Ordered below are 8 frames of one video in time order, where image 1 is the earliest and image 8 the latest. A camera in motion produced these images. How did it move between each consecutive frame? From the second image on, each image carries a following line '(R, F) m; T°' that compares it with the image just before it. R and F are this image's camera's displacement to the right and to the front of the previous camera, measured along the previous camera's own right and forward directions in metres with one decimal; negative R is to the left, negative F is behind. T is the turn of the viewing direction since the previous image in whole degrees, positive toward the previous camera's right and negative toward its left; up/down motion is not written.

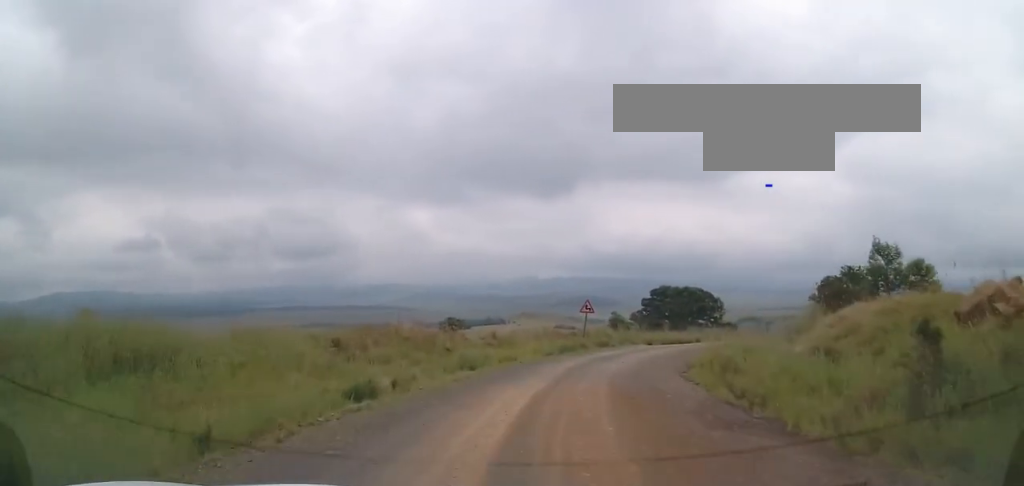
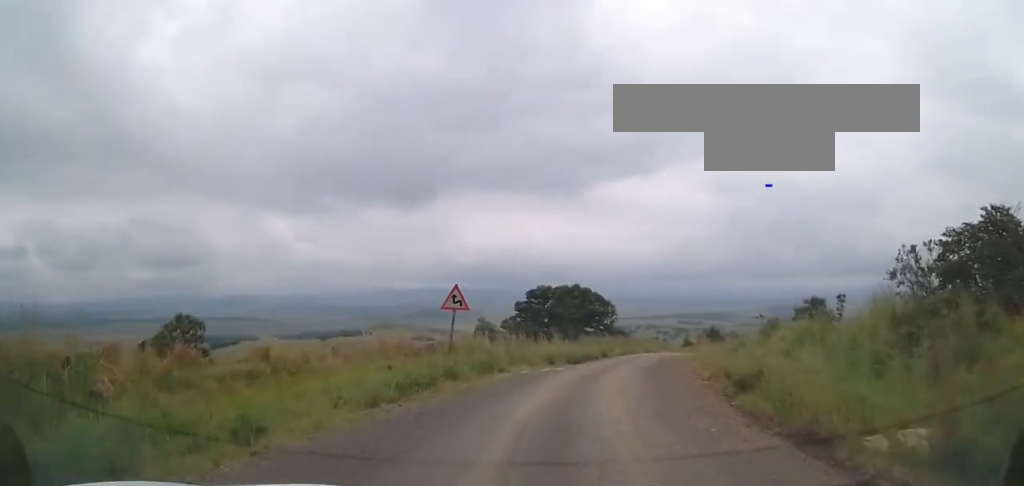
(+2.3, +19.0) m; +14°
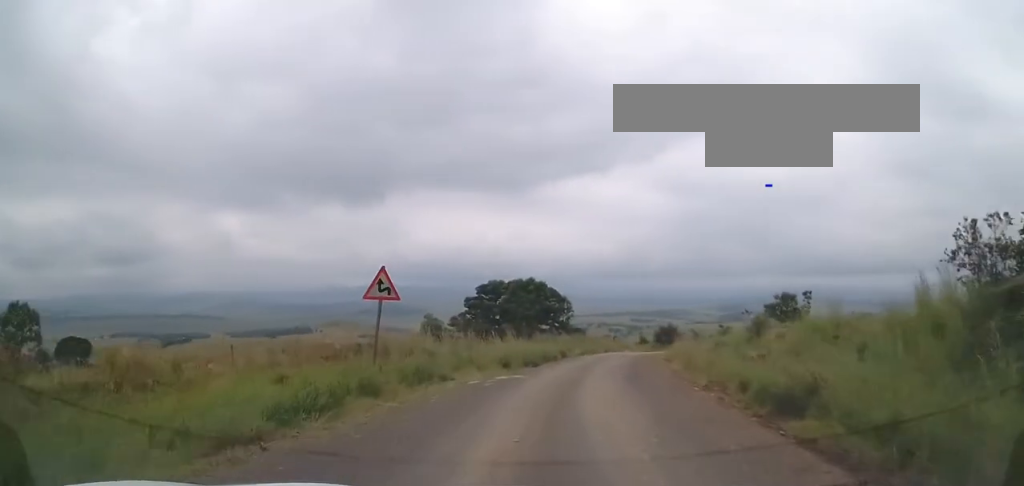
(+0.1, +5.4) m; +4°
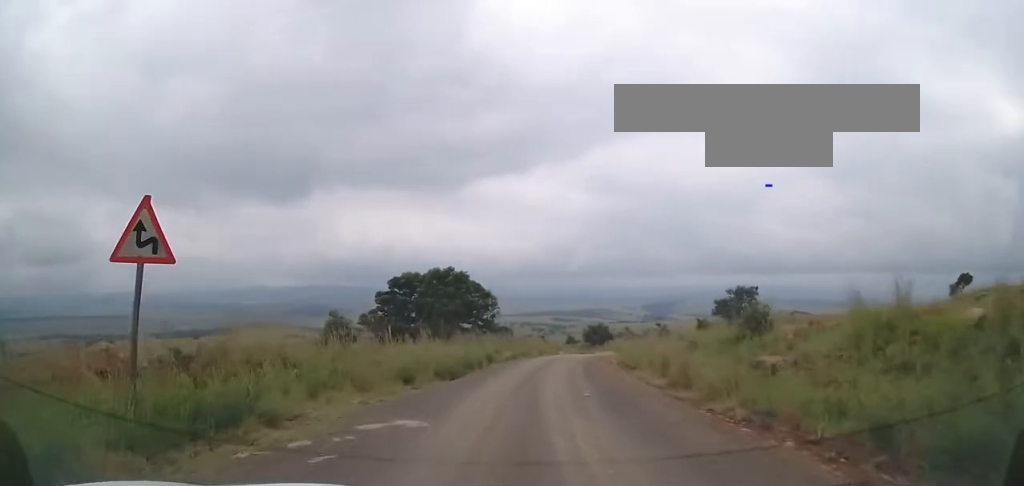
(+0.6, +9.1) m; +6°
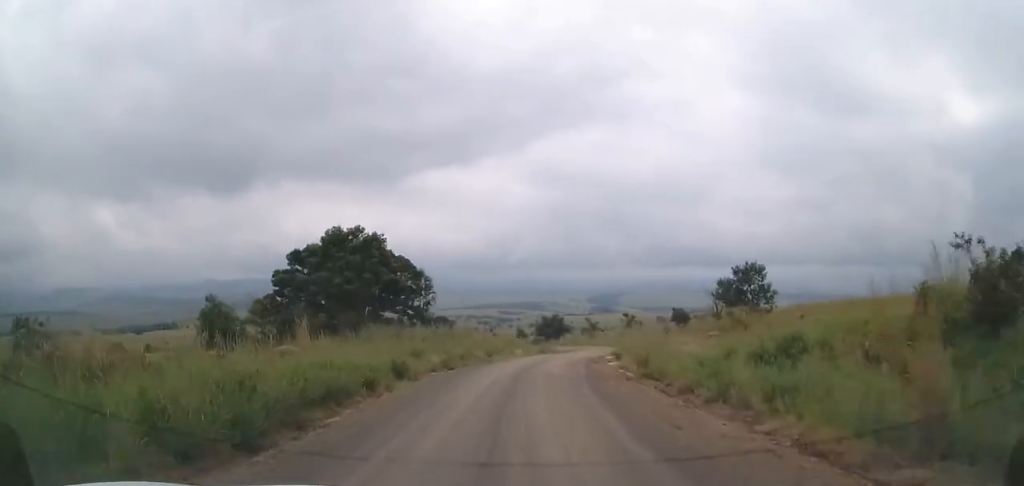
(+1.4, +16.5) m; +6°
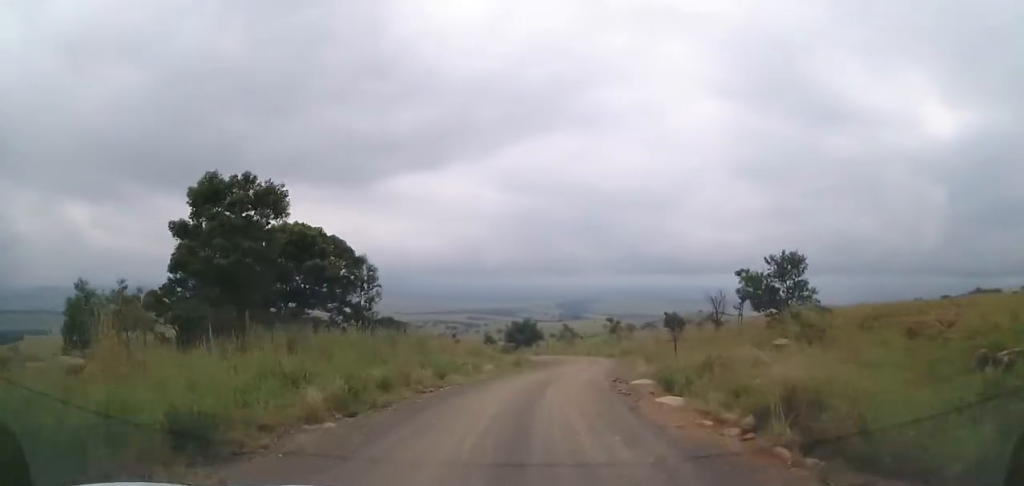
(-0.1, +12.7) m; +1°
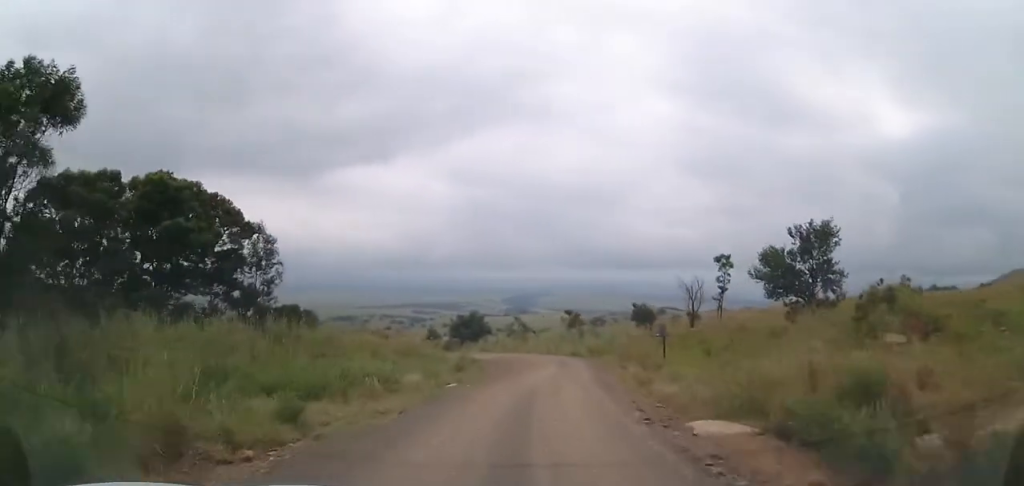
(+0.3, +11.0) m; +6°
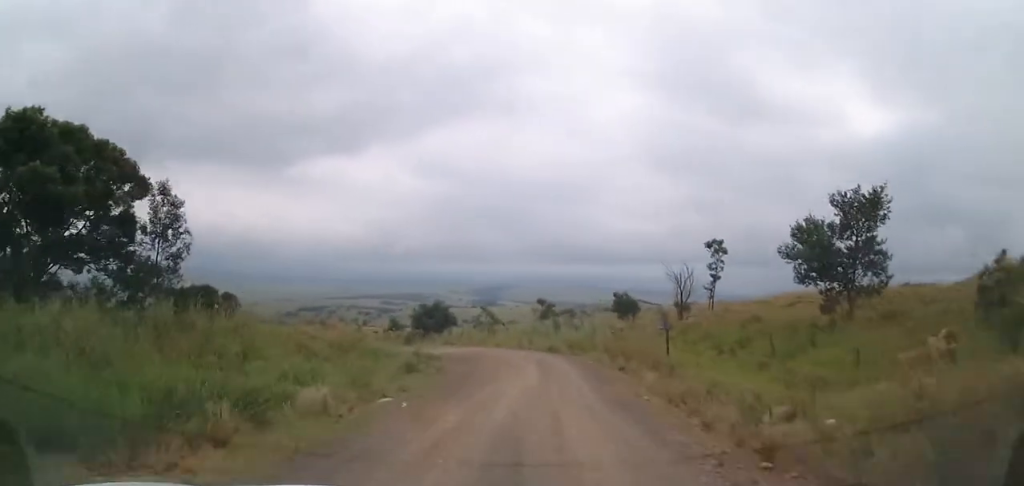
(+0.6, +7.4) m; +5°
